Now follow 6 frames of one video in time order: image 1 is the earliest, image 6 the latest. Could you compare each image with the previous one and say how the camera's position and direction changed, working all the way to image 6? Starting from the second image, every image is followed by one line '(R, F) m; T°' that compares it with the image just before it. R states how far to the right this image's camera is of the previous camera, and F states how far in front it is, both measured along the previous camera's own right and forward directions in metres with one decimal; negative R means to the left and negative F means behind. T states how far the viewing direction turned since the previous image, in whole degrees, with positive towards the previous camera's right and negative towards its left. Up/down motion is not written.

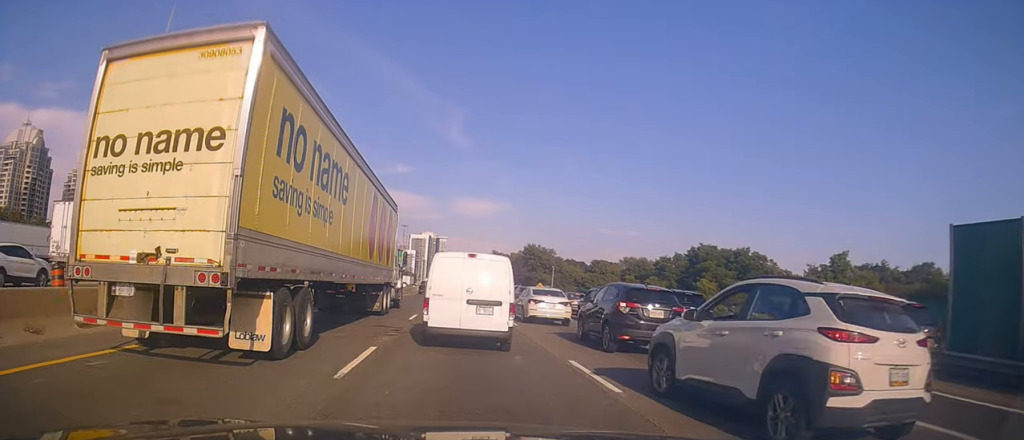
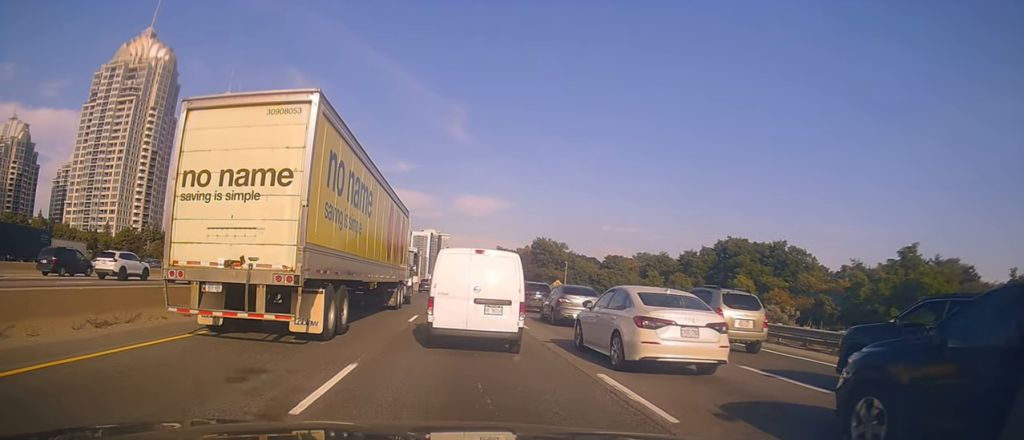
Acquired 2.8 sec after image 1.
(+0.6, +14.3) m; -1°
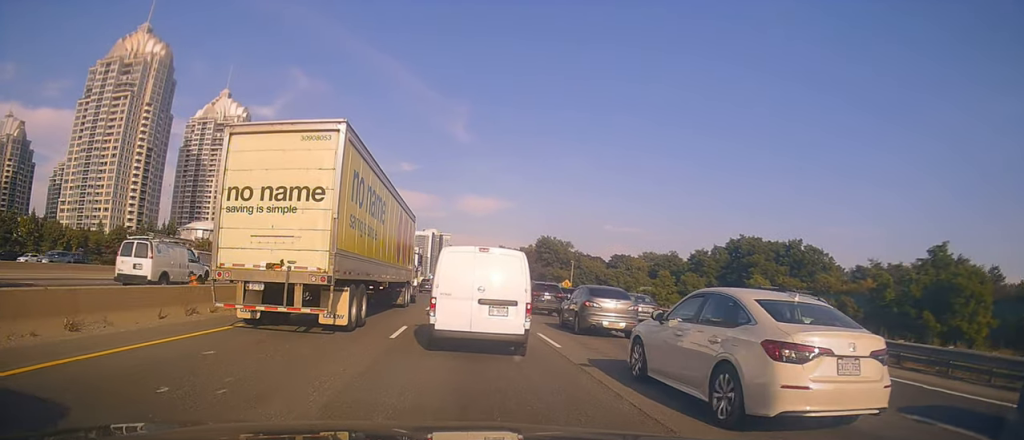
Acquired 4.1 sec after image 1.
(+0.3, +5.6) m; +6°
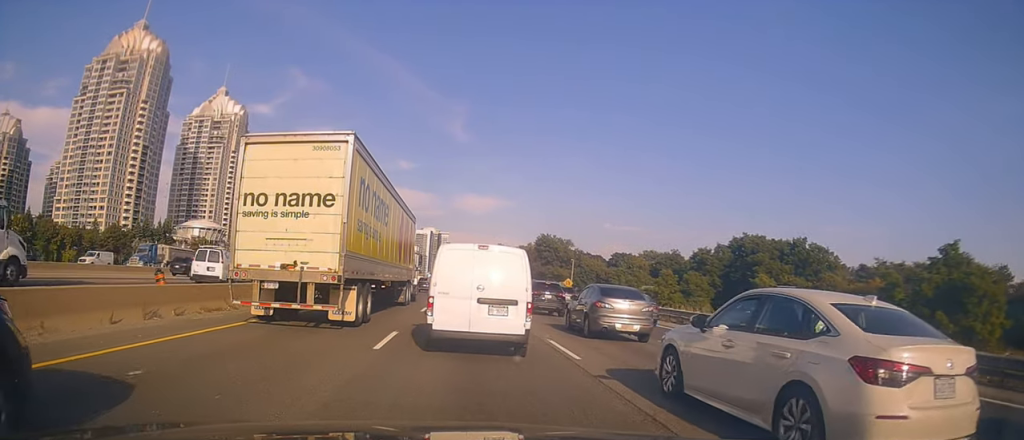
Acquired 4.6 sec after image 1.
(+0.1, +2.4) m; -2°
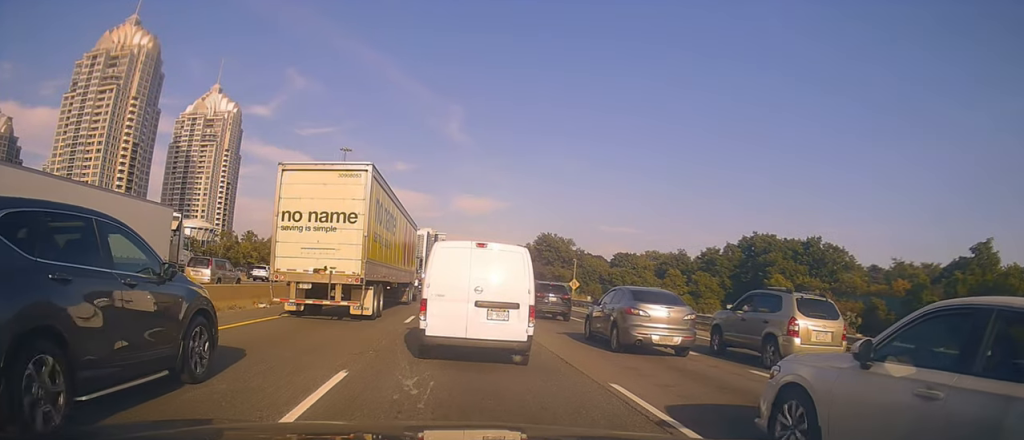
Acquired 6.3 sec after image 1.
(-0.3, +6.4) m; -4°
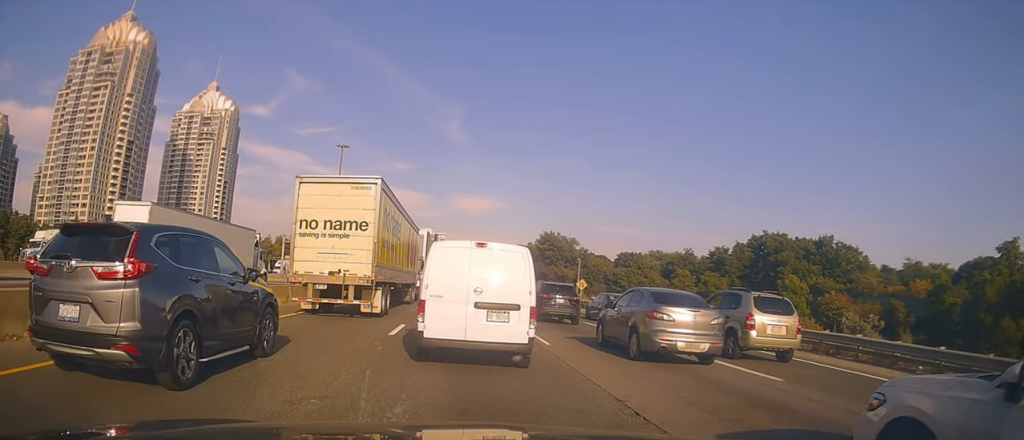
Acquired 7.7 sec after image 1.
(+0.1, +4.2) m; 0°
